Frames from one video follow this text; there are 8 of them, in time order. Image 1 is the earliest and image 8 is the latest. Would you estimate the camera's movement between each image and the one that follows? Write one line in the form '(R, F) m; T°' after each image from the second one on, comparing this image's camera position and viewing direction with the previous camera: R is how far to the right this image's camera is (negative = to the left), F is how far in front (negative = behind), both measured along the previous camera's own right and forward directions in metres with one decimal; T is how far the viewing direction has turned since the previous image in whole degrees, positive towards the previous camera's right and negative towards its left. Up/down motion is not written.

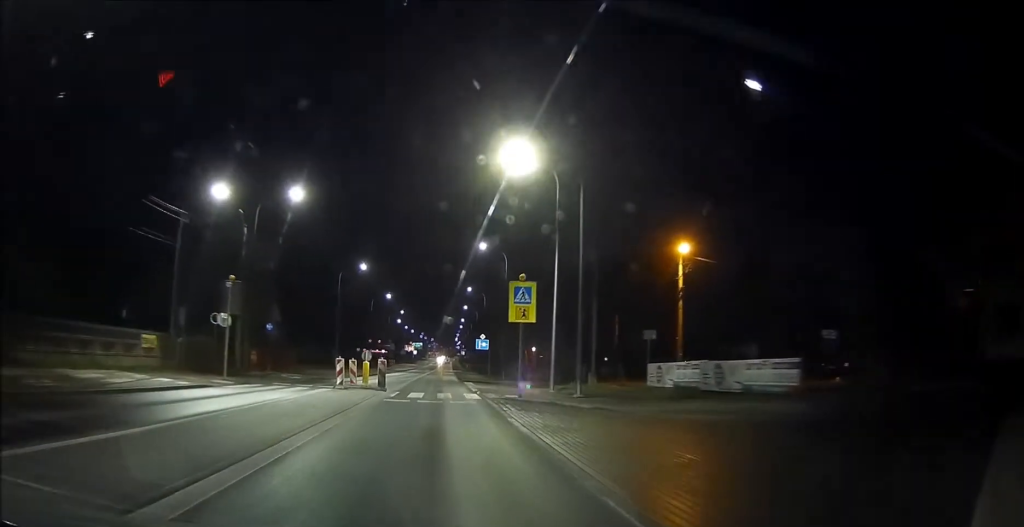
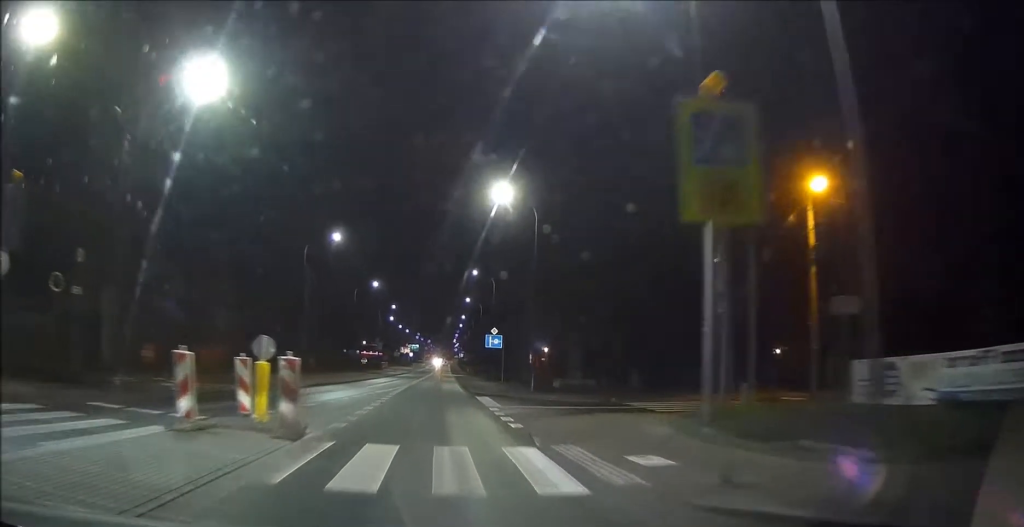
(0.0, +17.1) m; 0°
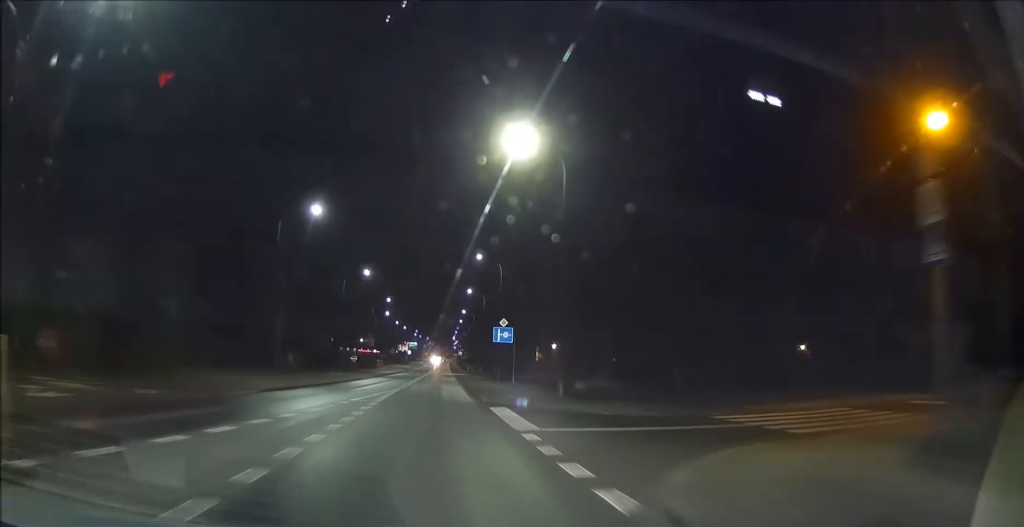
(0.0, +8.4) m; 0°
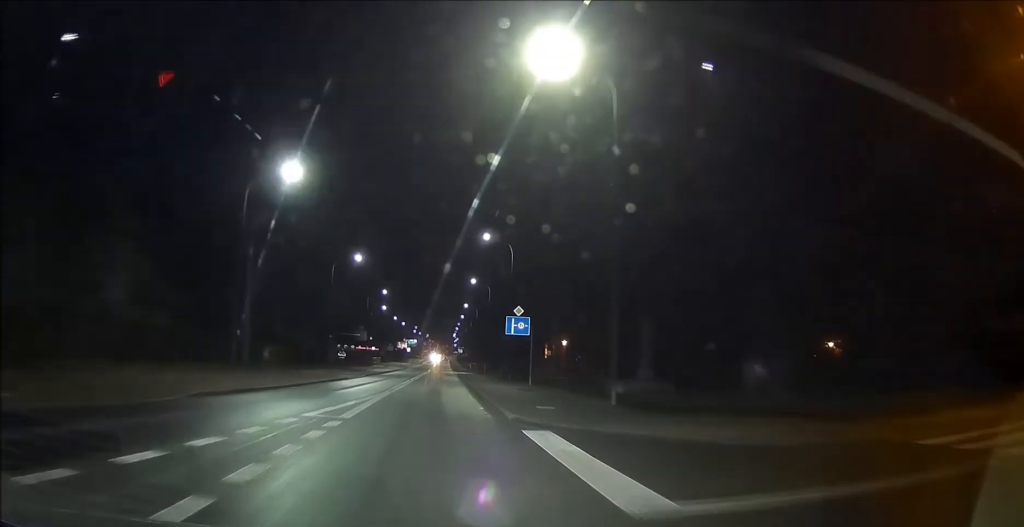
(0.0, +8.0) m; 0°
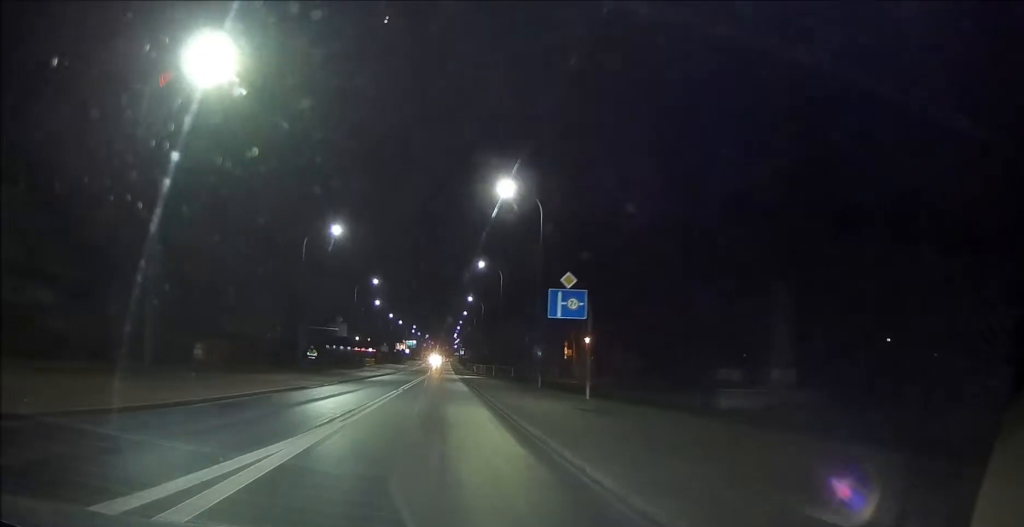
(-0.1, +13.9) m; 0°
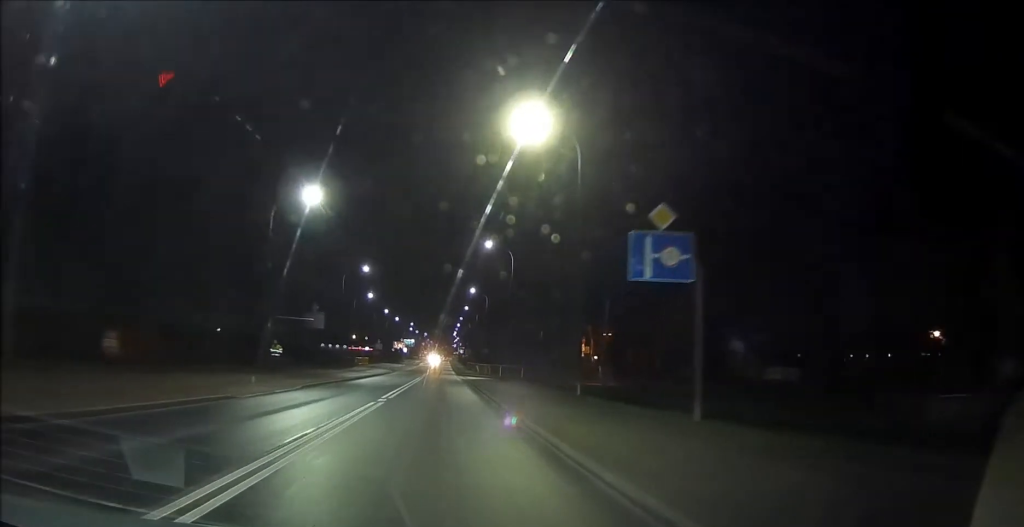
(0.0, +9.7) m; 0°
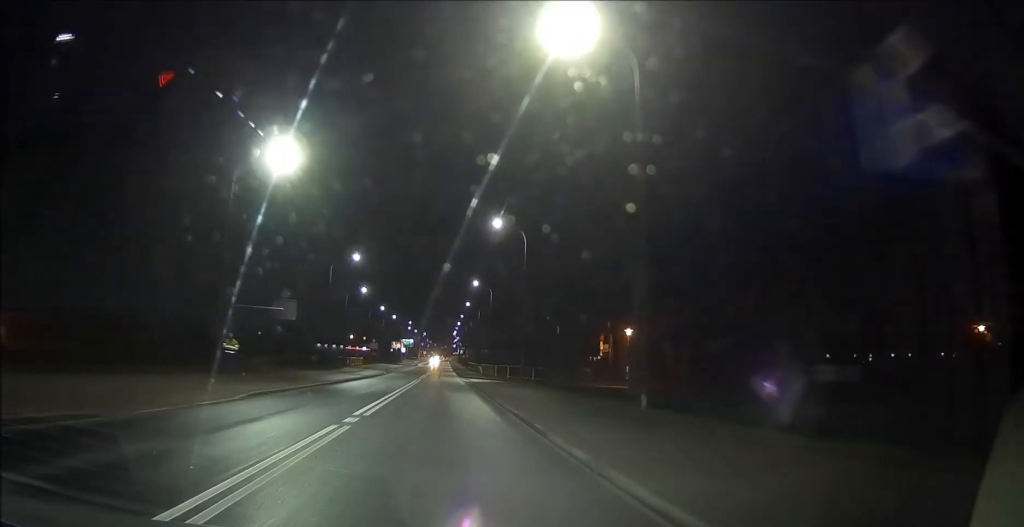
(0.0, +7.9) m; 0°
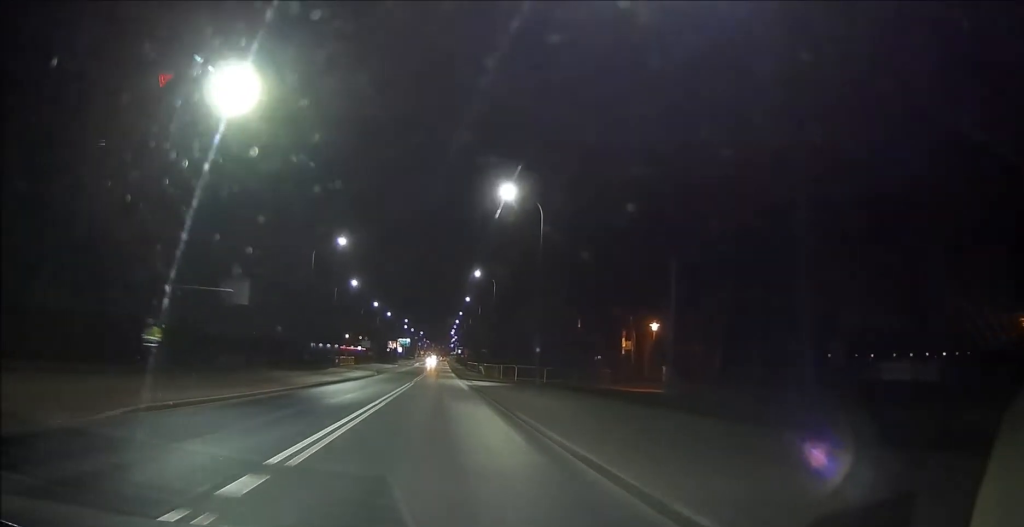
(0.0, +8.0) m; 0°
